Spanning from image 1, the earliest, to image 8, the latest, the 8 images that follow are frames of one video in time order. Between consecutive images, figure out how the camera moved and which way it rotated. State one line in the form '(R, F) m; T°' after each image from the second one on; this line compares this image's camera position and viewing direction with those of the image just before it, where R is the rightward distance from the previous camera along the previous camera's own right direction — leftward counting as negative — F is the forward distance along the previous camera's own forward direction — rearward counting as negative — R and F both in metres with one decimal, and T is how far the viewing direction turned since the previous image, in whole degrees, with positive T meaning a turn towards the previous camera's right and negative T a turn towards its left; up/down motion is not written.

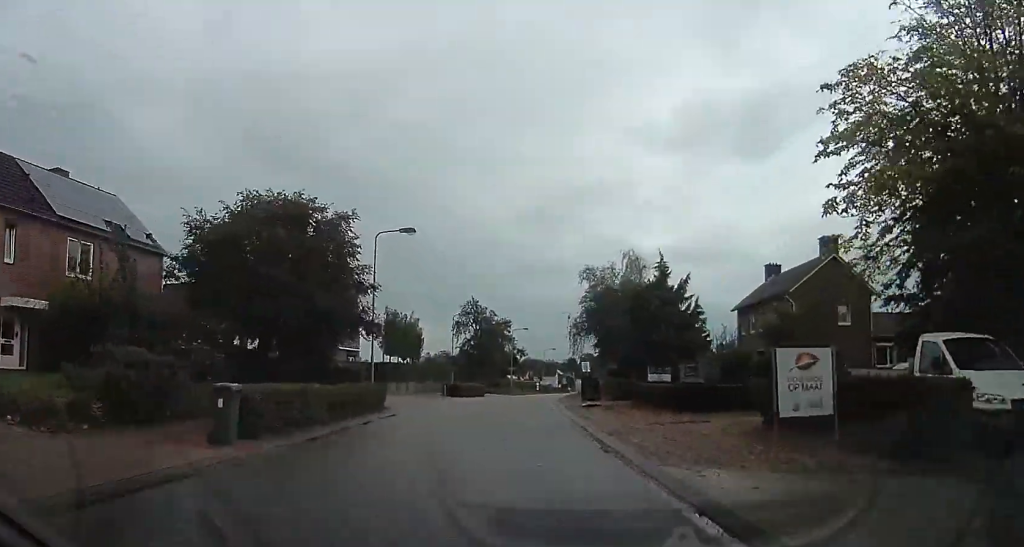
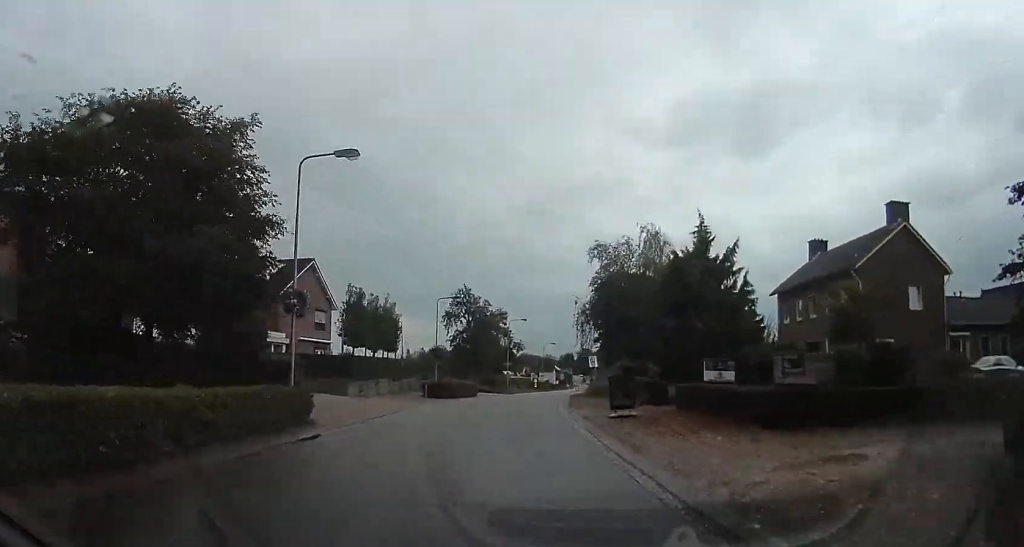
(0.0, +7.6) m; +1°
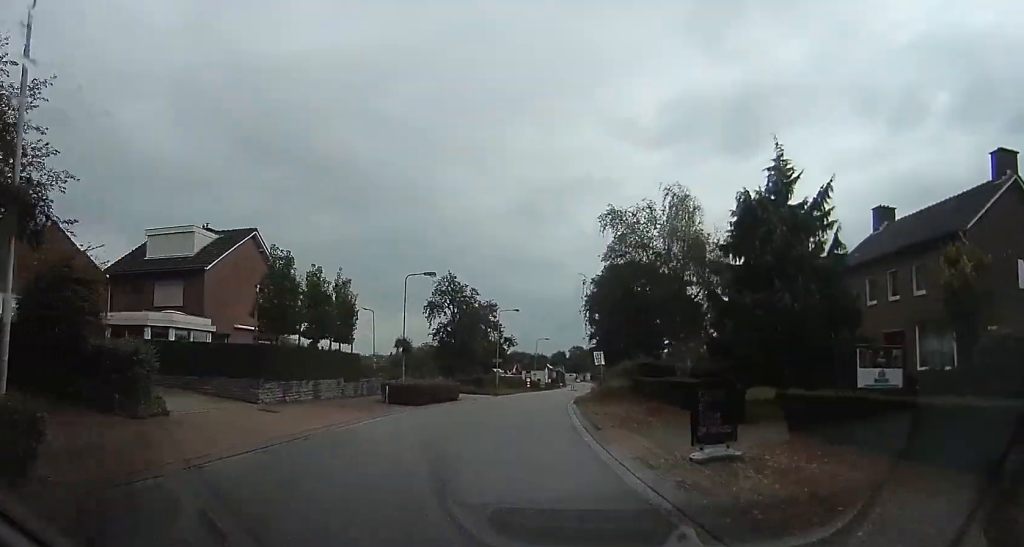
(+0.2, +8.5) m; 0°
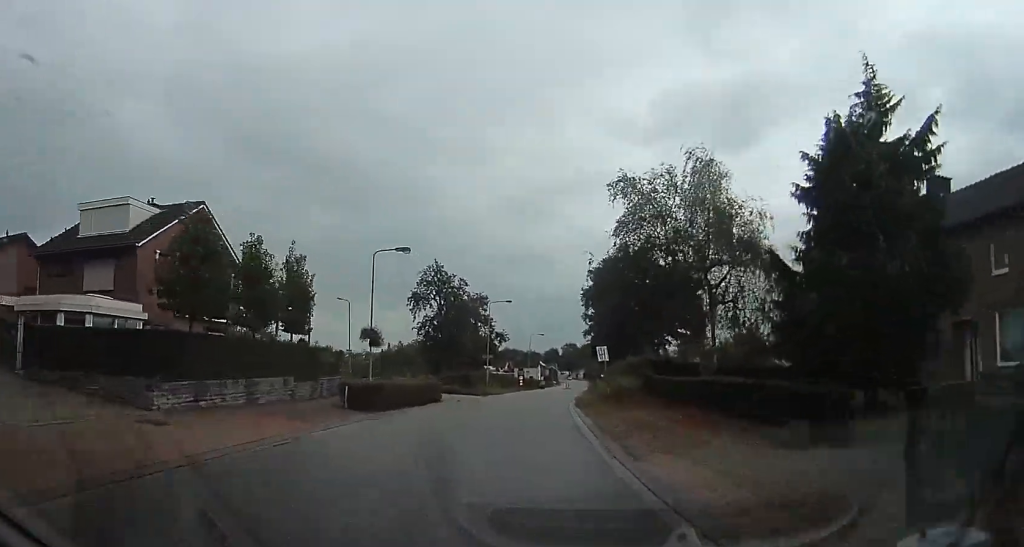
(-0.1, +5.3) m; 0°
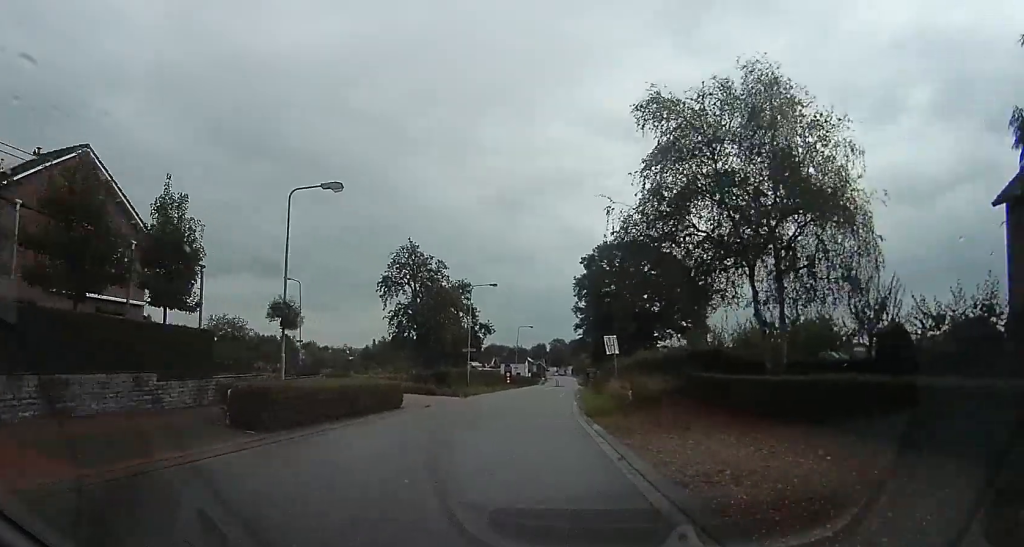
(-0.1, +8.0) m; 0°
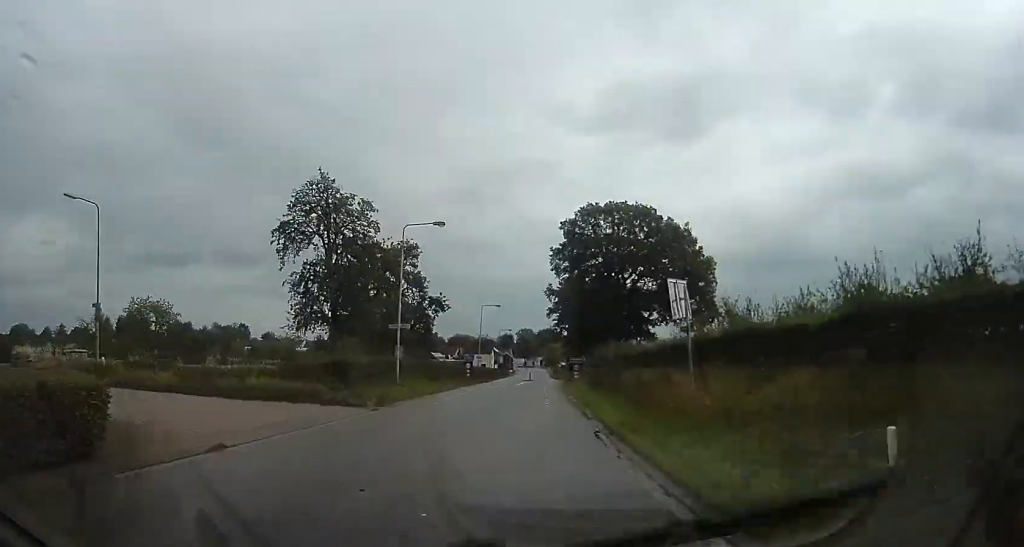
(+0.3, +17.0) m; +6°
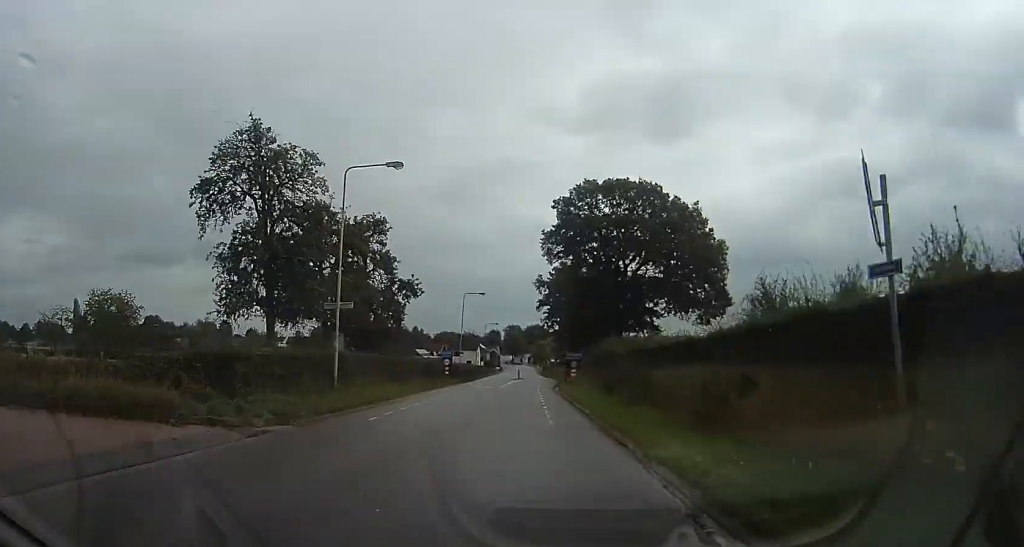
(+0.3, +8.0) m; +3°
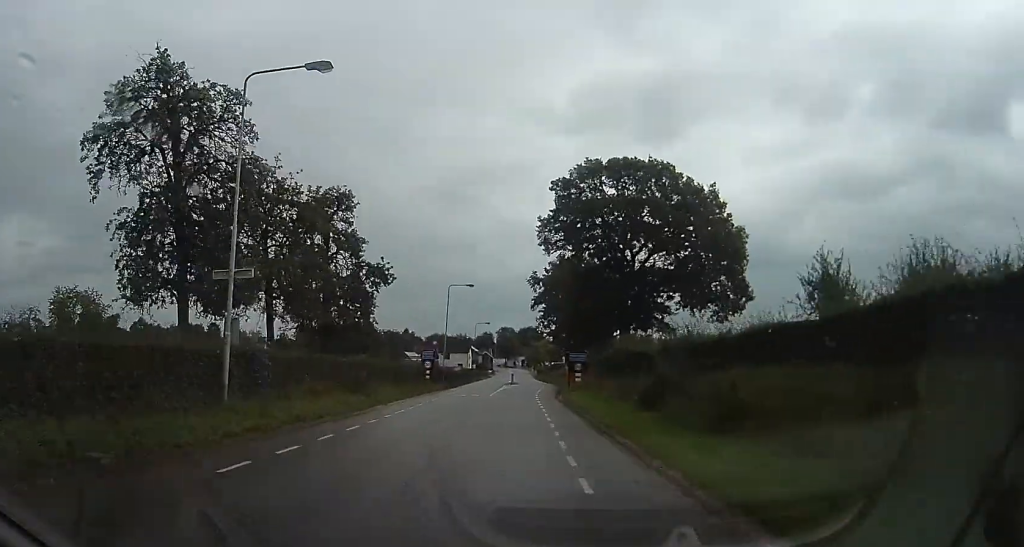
(+0.9, +7.3) m; 0°
